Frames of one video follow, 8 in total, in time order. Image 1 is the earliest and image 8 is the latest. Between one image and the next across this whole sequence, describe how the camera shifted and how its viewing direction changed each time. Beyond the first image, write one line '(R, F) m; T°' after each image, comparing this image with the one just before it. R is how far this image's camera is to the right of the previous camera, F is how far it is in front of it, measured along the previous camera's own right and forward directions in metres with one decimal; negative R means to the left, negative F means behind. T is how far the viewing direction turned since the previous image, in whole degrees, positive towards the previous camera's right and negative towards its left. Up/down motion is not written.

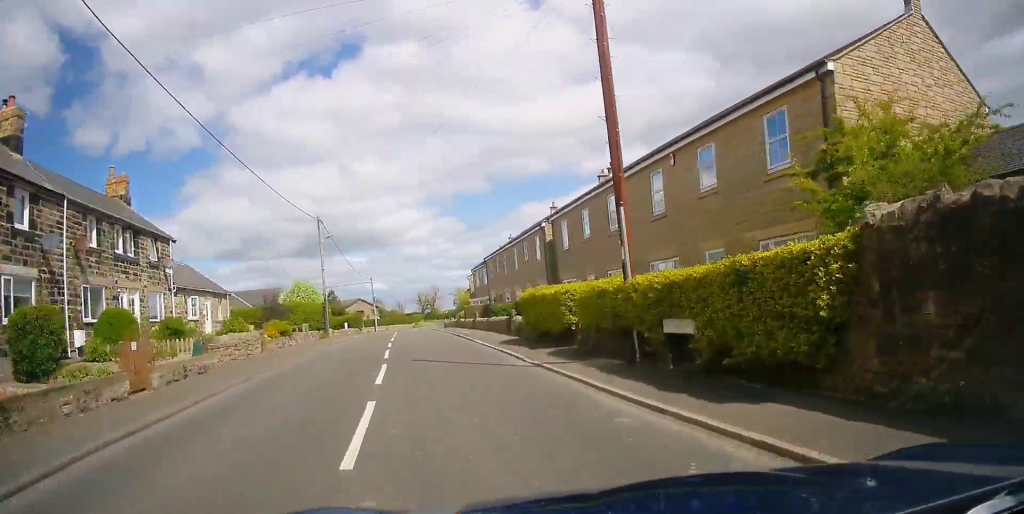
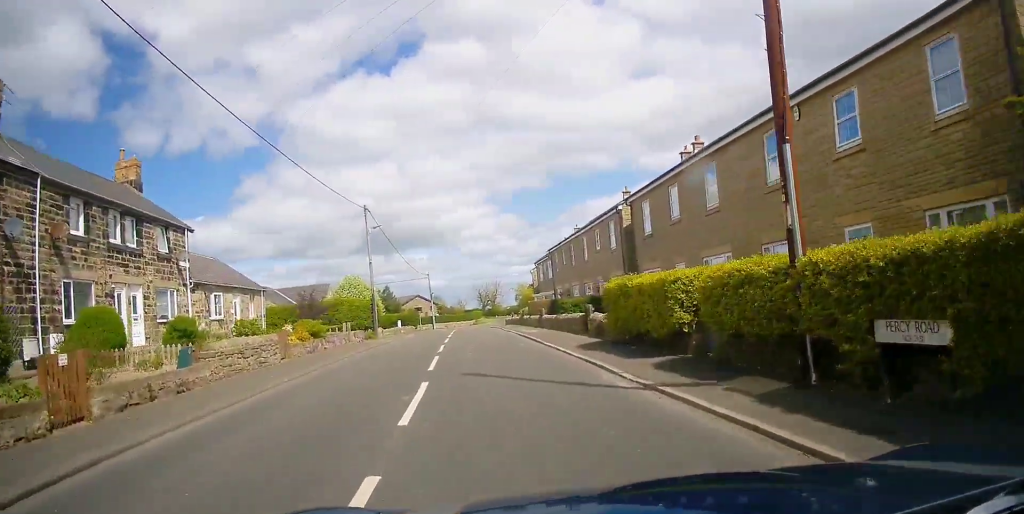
(0.0, +3.3) m; -4°
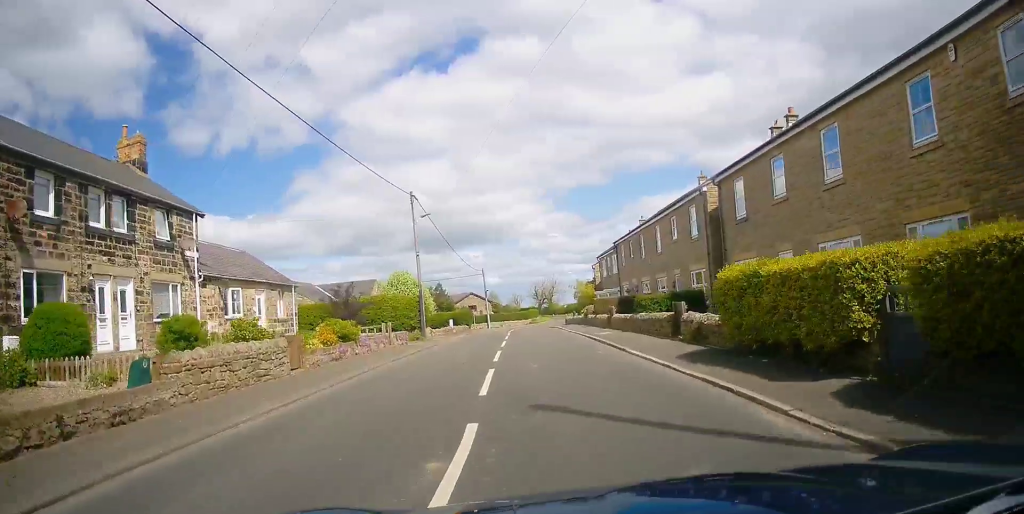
(0.0, +3.2) m; -6°
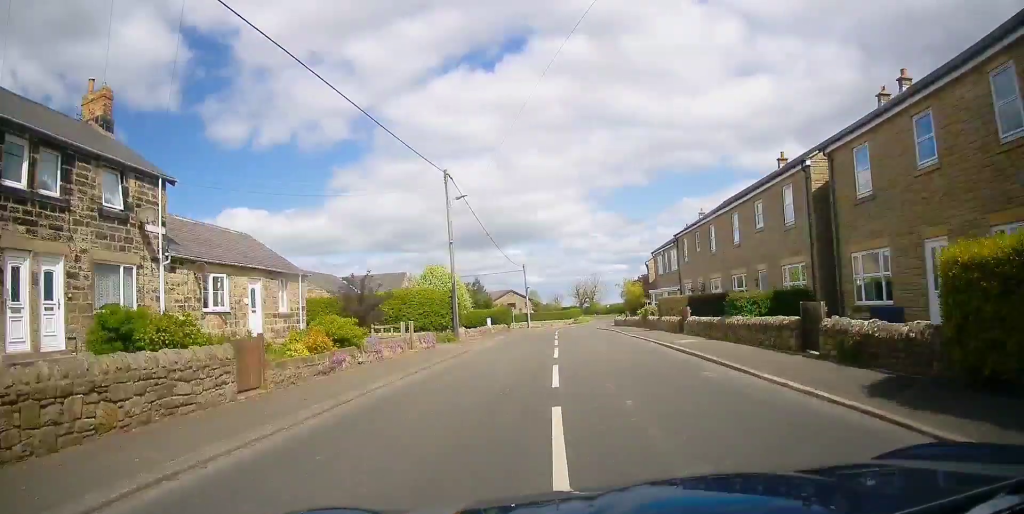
(-0.4, +4.0) m; -8°
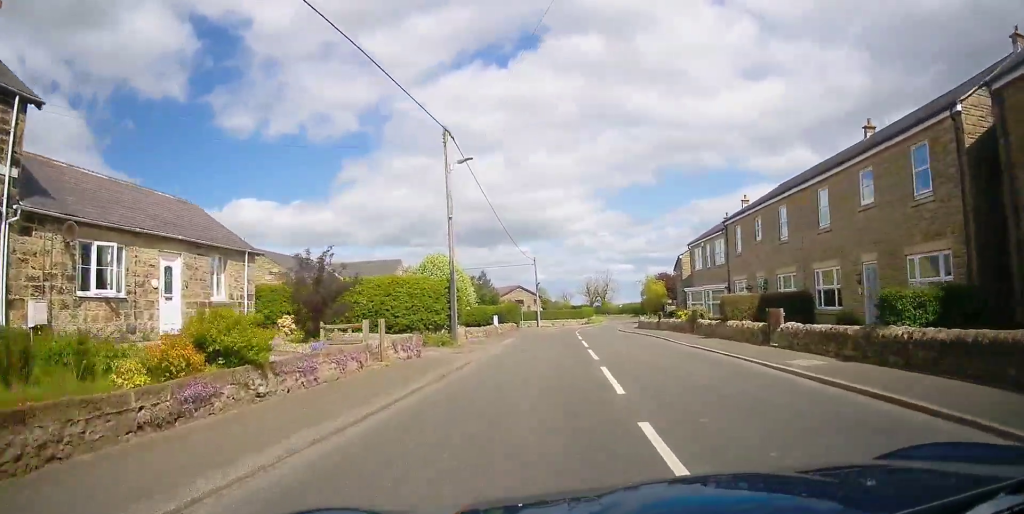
(-0.3, +5.5) m; -3°
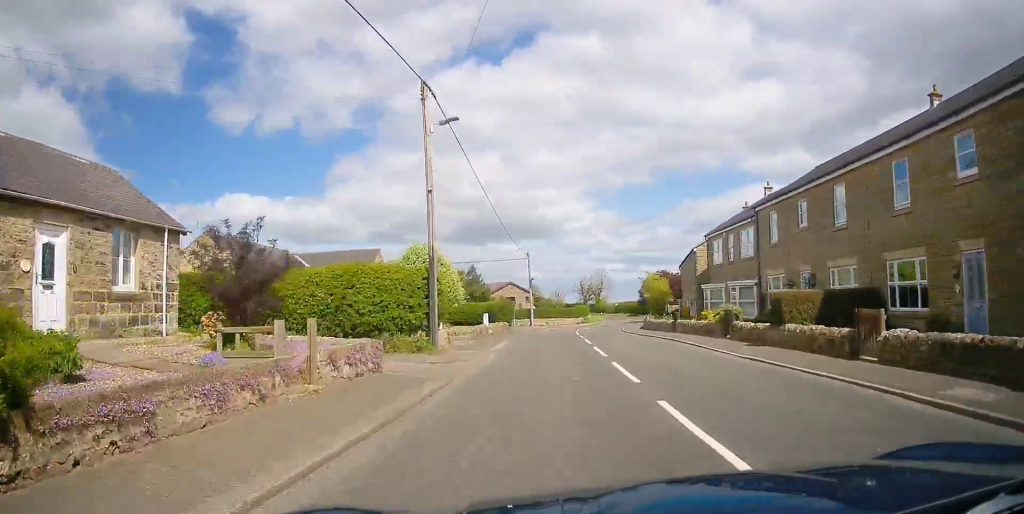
(0.0, +4.3) m; 0°
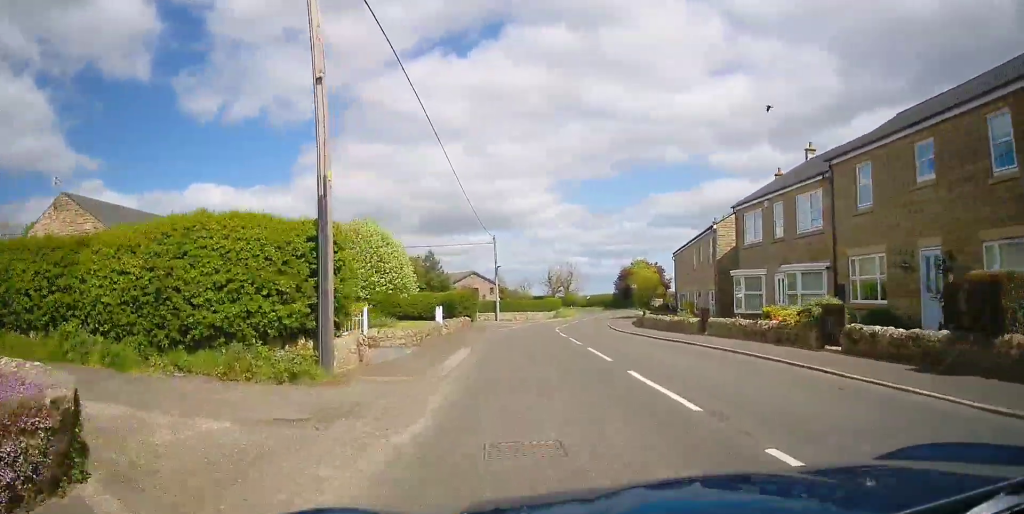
(+0.1, +7.6) m; +1°
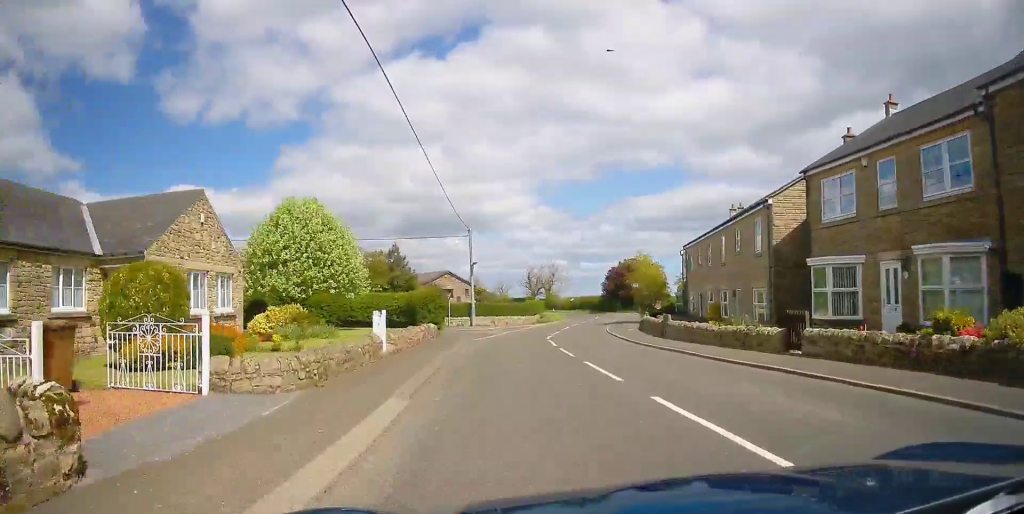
(+0.1, +7.7) m; +2°
